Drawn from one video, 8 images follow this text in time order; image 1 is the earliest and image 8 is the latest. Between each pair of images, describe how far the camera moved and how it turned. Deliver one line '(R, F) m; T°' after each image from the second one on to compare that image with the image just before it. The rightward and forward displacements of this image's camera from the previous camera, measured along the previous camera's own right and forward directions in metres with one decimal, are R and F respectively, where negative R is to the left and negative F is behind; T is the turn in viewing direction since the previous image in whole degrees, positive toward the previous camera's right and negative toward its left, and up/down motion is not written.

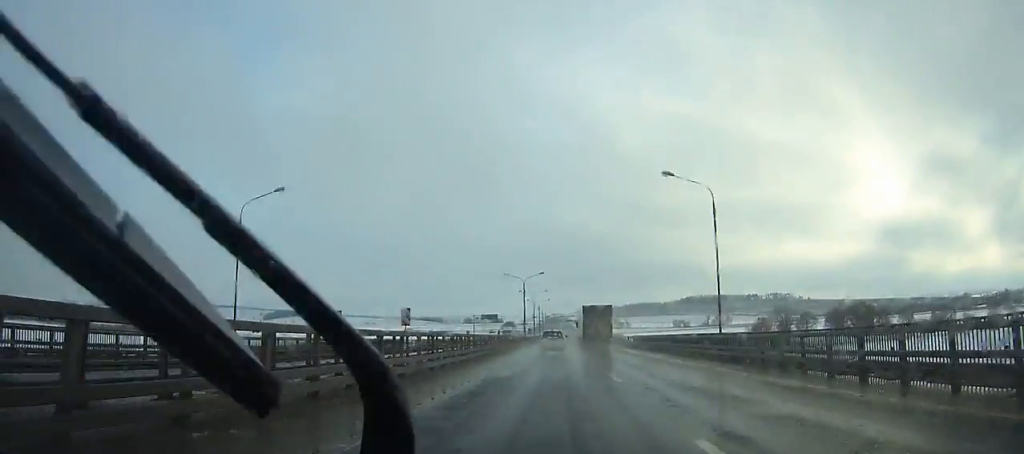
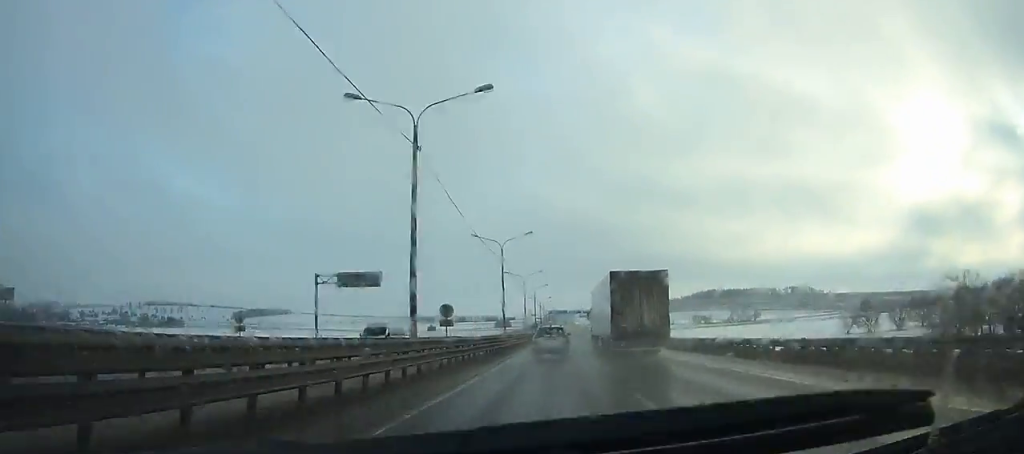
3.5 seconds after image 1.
(+0.3, +100.5) m; 0°
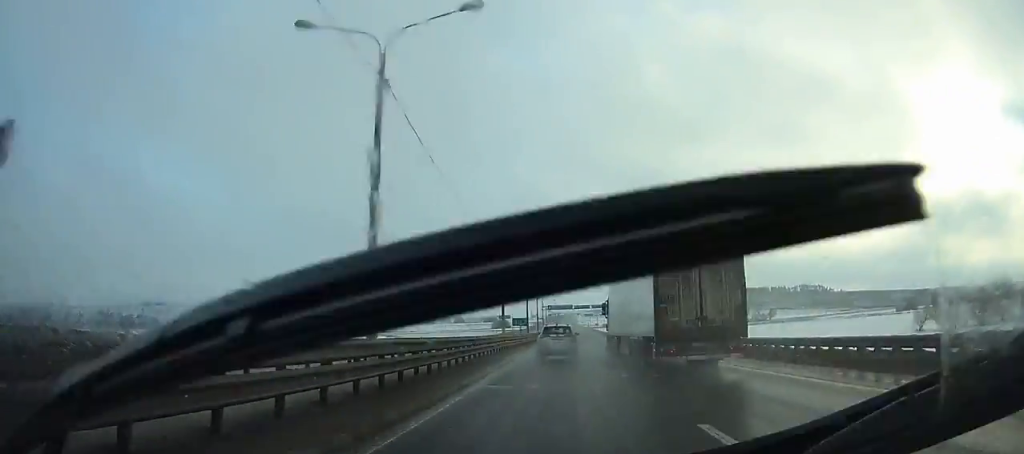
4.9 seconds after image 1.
(-0.1, +39.5) m; 0°
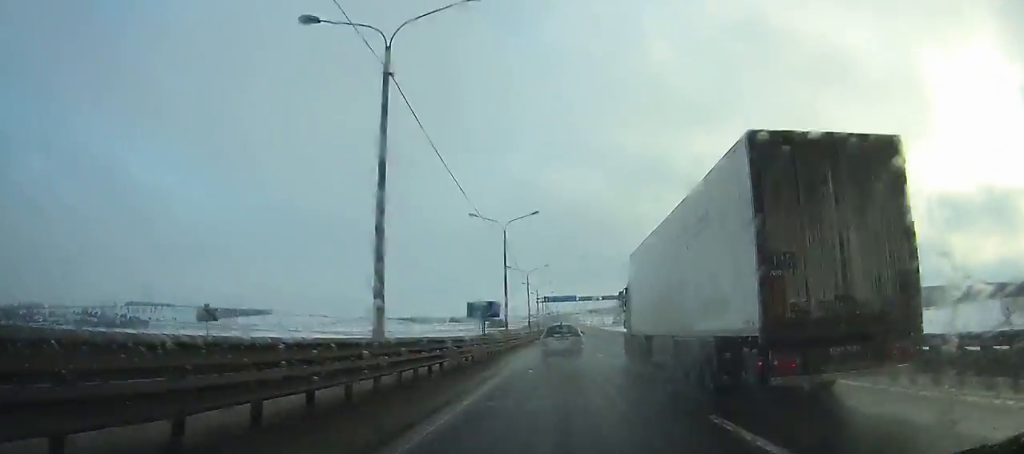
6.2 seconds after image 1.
(+0.1, +35.8) m; 0°
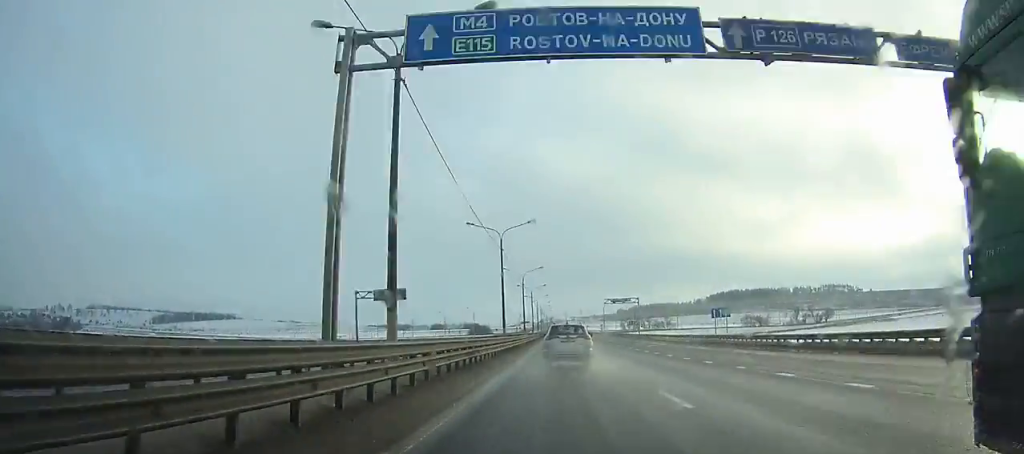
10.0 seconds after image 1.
(+0.4, +103.1) m; +1°
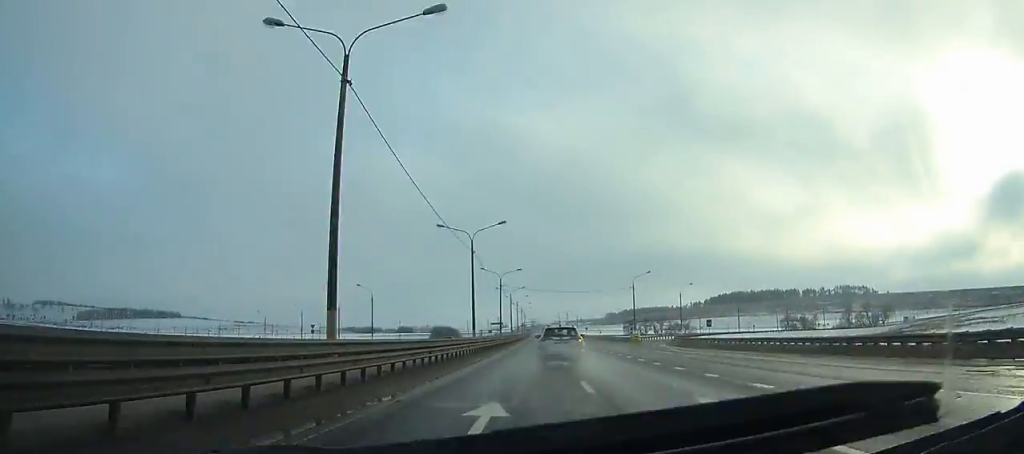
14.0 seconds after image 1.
(+0.9, +105.0) m; +1°
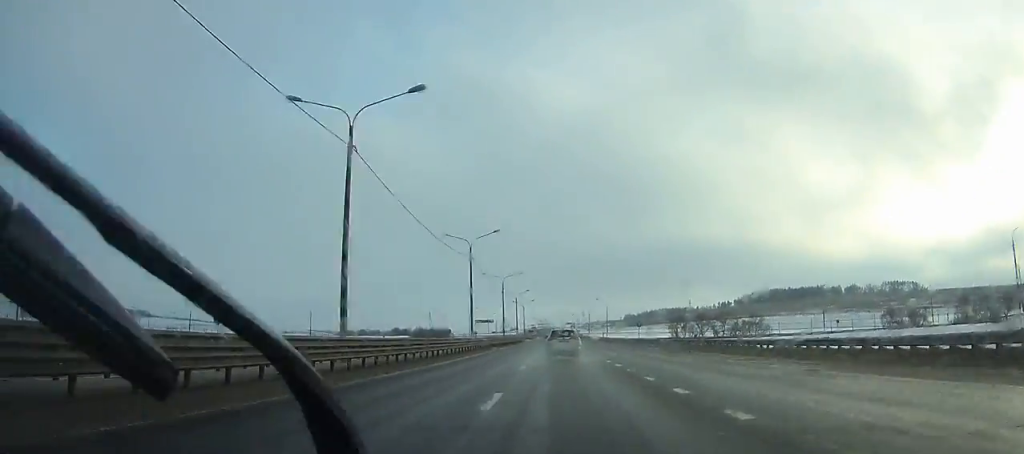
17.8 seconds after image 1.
(+0.1, +97.1) m; 0°
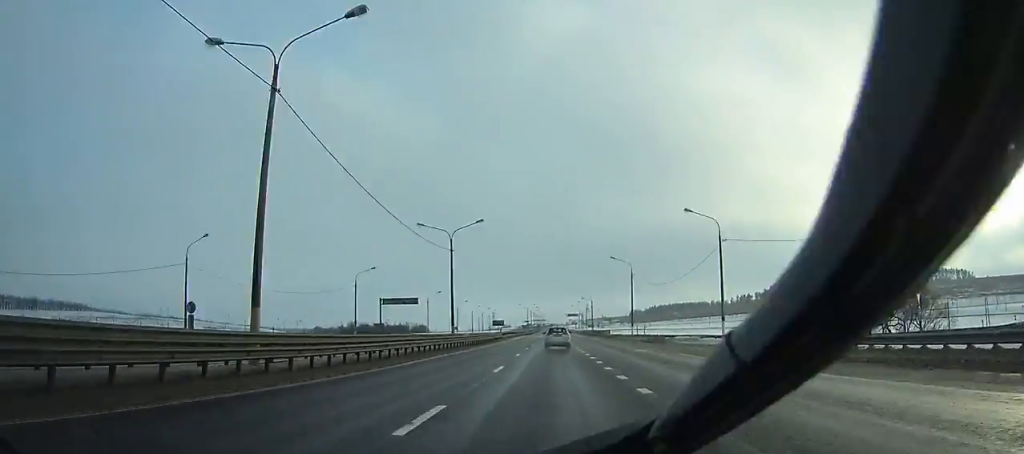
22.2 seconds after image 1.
(-0.5, +110.4) m; 0°
